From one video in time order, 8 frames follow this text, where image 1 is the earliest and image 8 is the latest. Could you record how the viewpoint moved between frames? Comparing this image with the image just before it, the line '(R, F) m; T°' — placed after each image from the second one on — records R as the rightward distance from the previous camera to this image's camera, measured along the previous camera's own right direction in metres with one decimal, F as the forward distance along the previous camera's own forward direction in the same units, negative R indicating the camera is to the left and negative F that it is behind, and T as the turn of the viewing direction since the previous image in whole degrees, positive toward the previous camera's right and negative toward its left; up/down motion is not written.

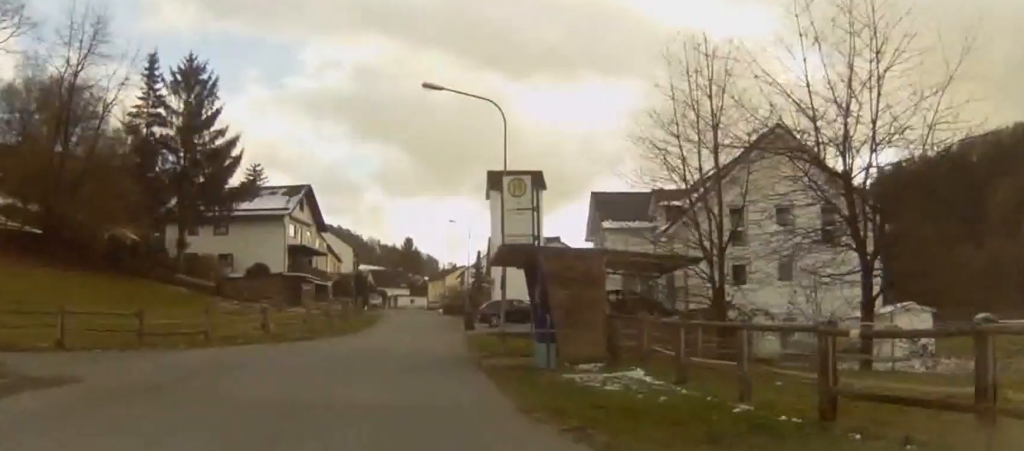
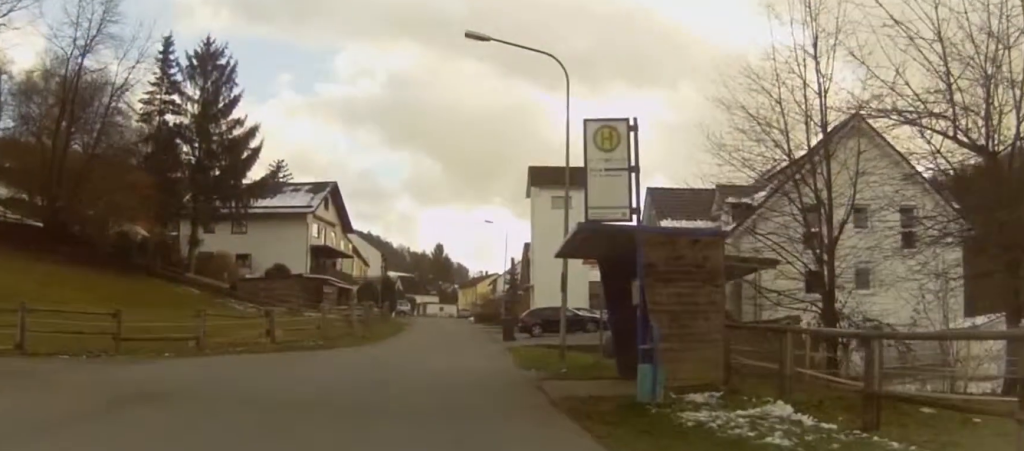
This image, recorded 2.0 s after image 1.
(-0.3, +5.9) m; -3°
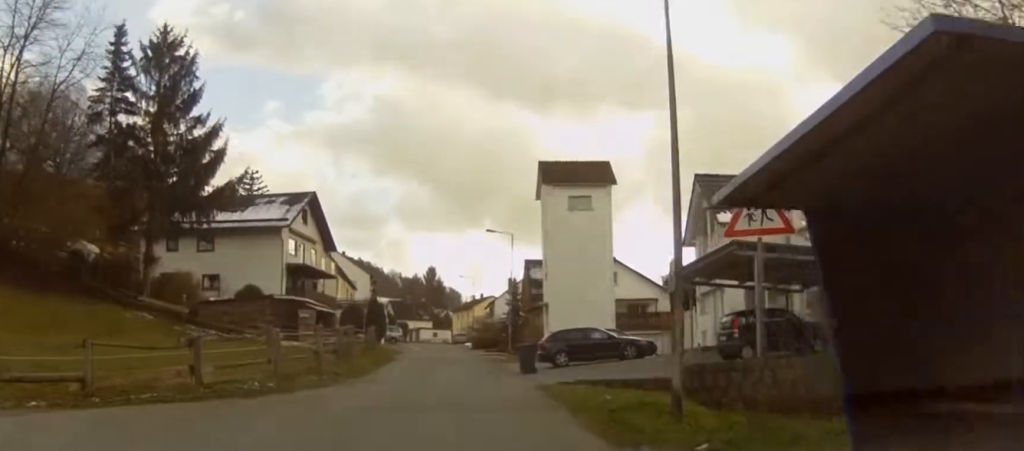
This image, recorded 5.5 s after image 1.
(0.0, +9.9) m; +1°
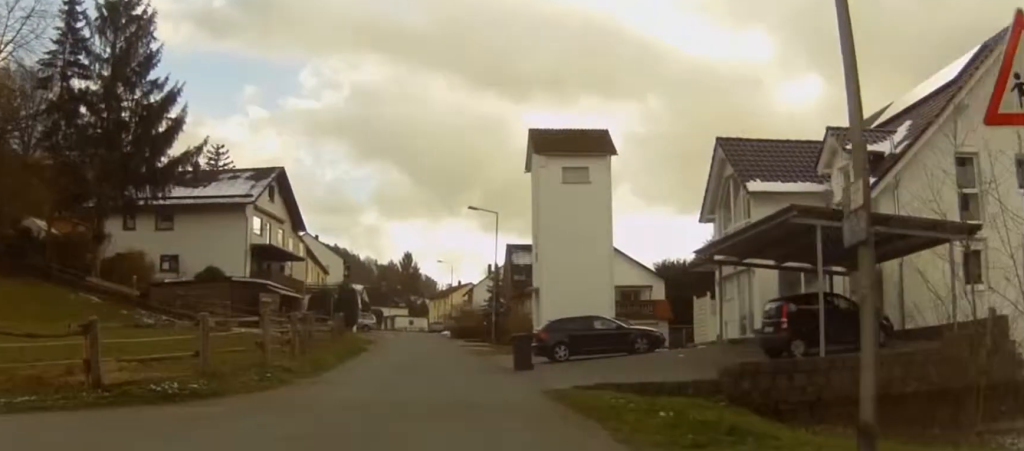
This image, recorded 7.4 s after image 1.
(0.0, +5.7) m; +2°
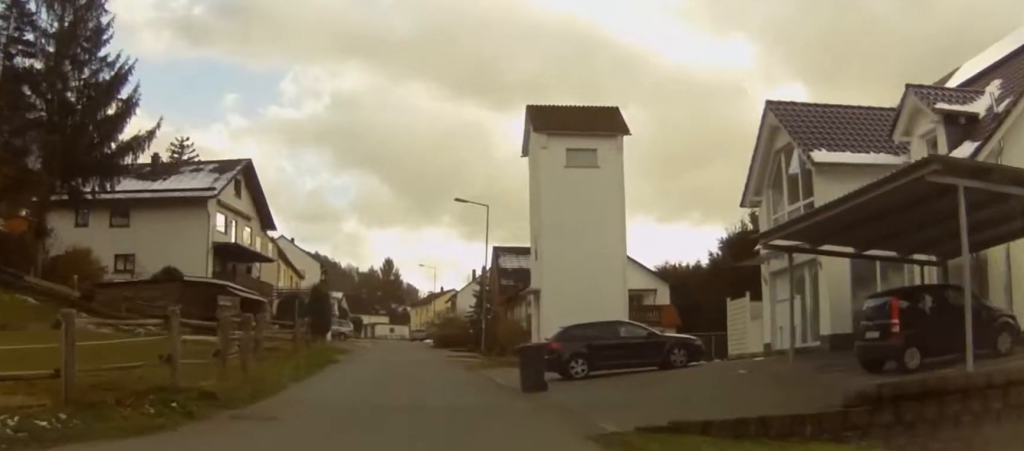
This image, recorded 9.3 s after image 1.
(+0.2, +6.3) m; +3°
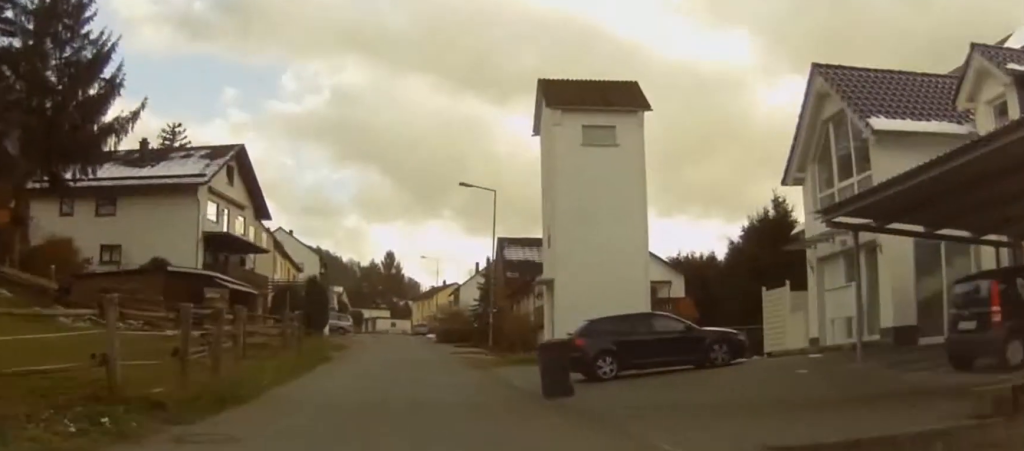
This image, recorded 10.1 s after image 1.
(+0.1, +2.8) m; 0°
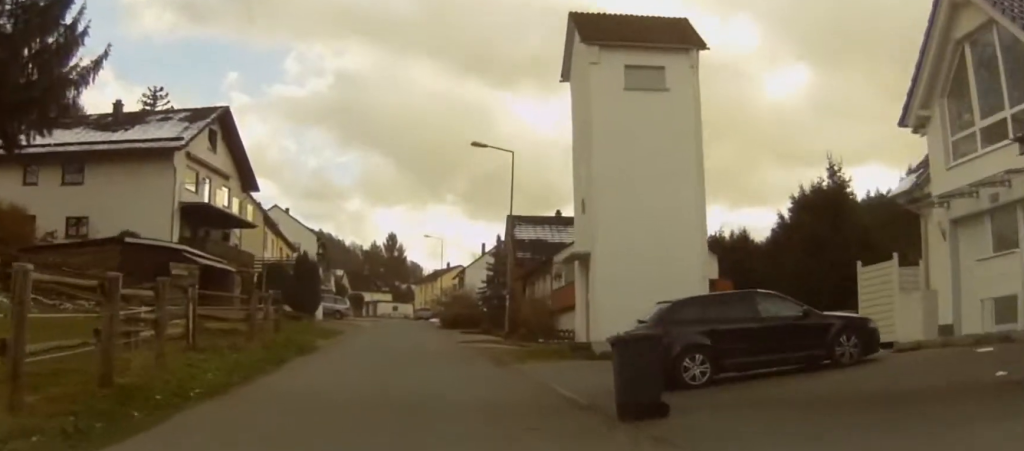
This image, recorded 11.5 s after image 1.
(0.0, +5.2) m; -1°
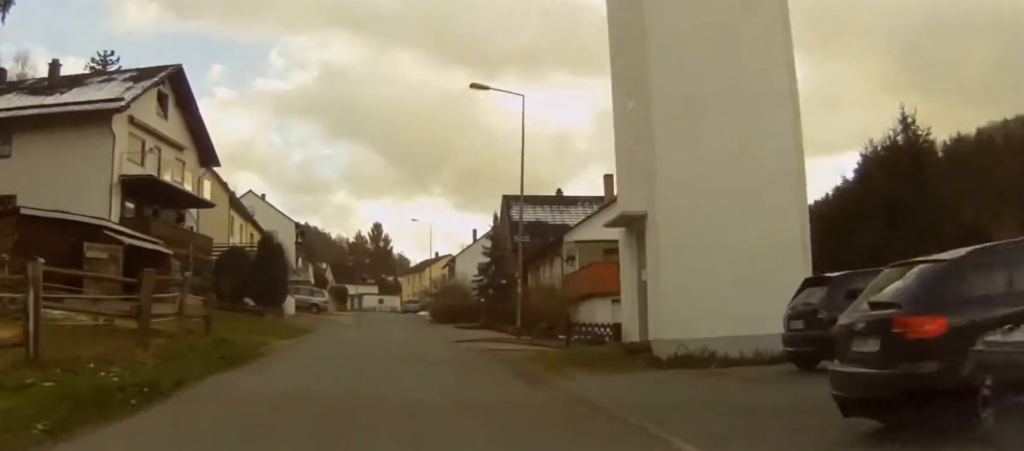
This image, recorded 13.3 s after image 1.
(-0.2, +6.9) m; -1°
